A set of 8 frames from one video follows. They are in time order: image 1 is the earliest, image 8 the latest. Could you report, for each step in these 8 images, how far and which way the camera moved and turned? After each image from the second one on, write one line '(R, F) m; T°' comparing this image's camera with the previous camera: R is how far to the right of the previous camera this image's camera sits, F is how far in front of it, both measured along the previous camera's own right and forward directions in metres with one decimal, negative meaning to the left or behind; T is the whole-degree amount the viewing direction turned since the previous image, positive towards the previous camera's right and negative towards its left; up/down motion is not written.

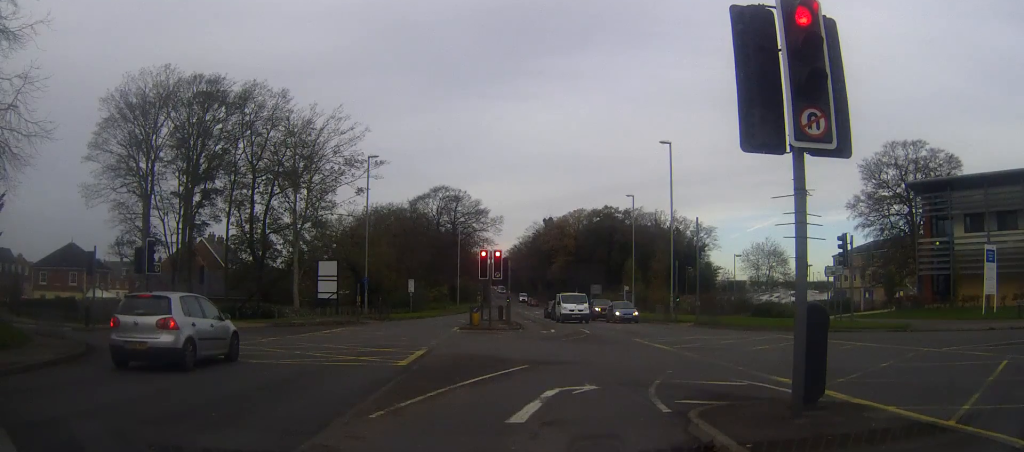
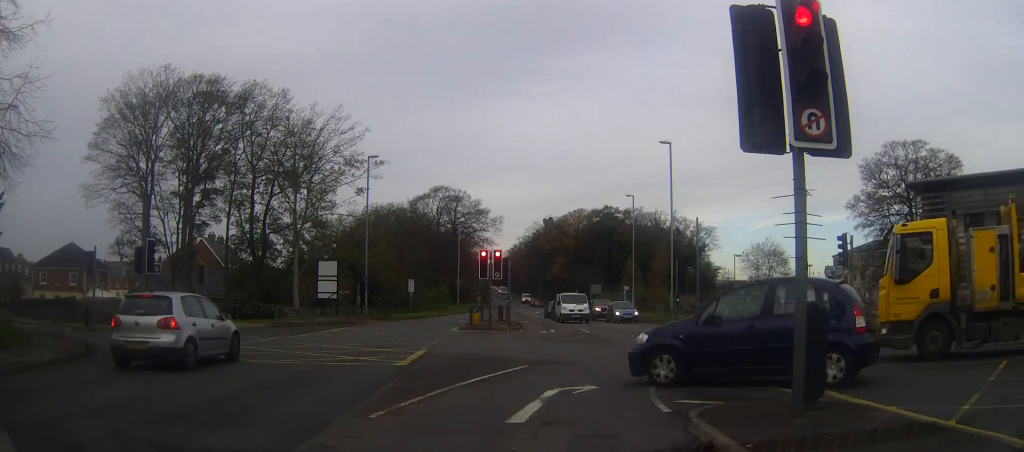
(0.0, 0.0) m; 0°
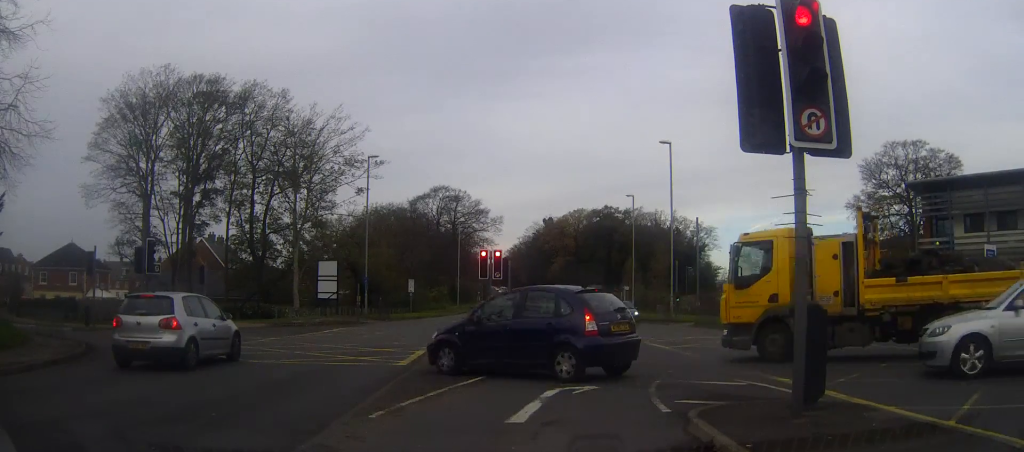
(0.0, 0.0) m; 0°
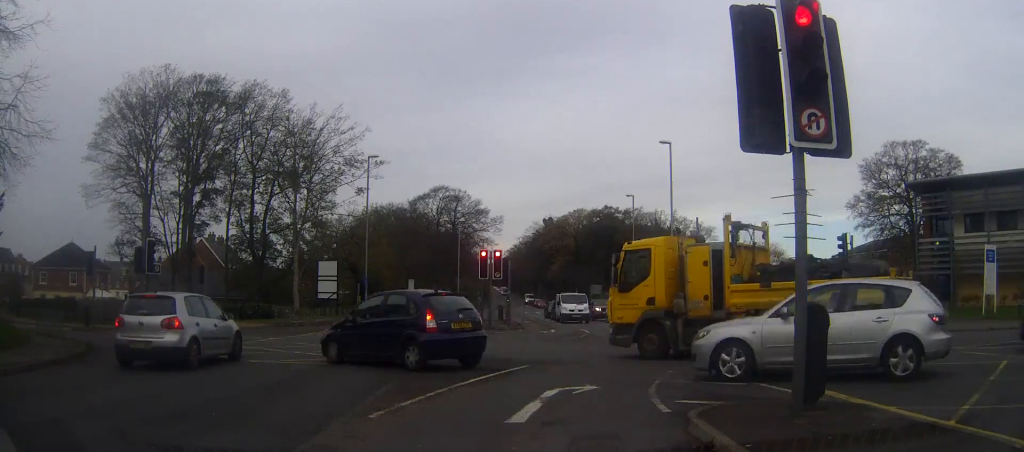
(0.0, 0.0) m; 0°
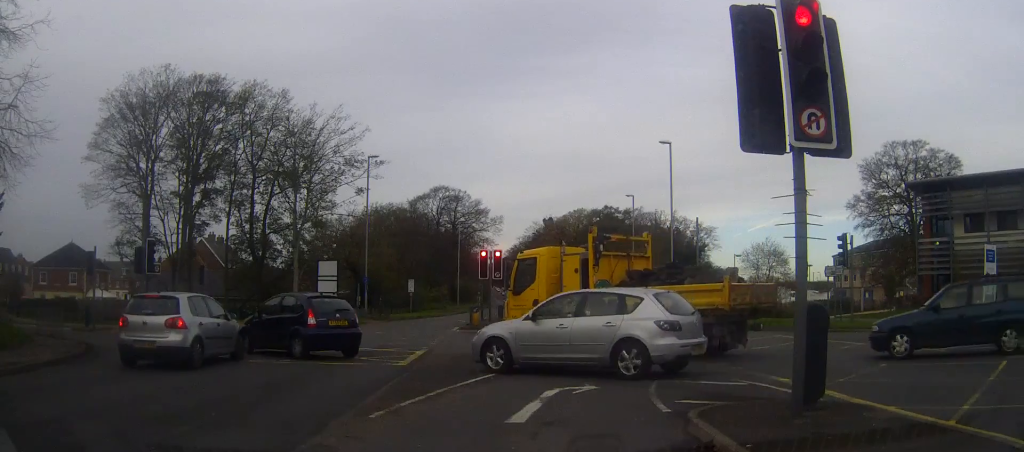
(0.0, 0.0) m; 0°
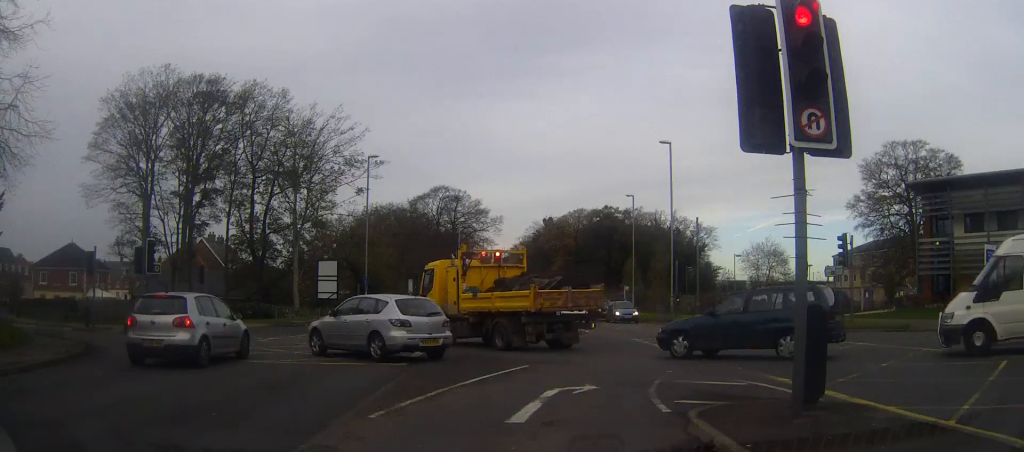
(0.0, 0.0) m; 0°
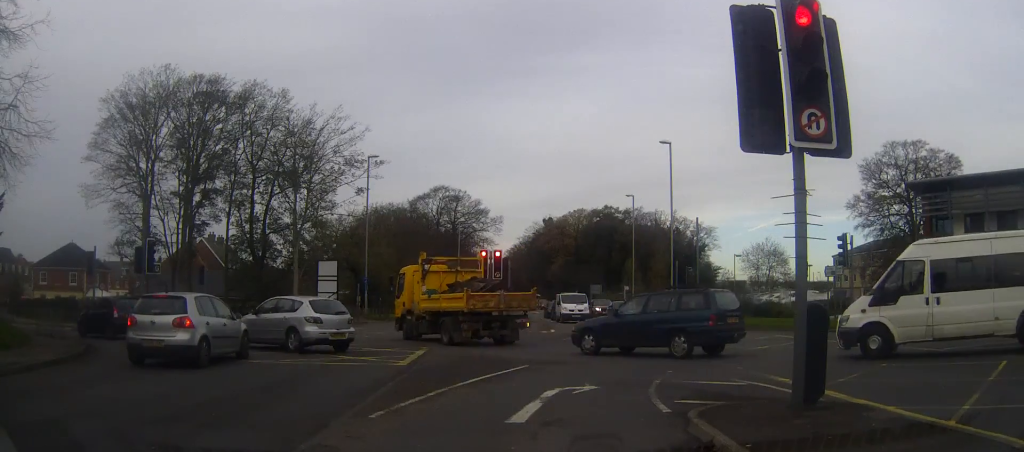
(0.0, 0.0) m; 0°
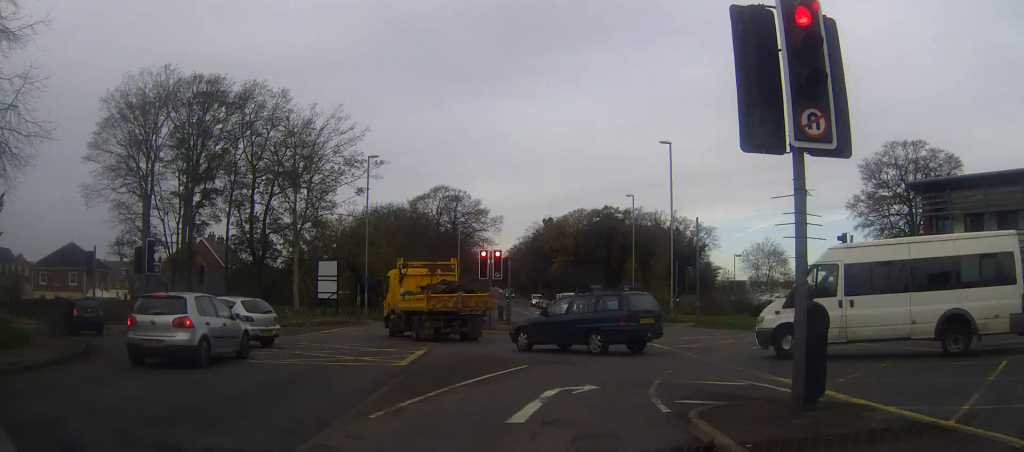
(0.0, 0.0) m; 0°
